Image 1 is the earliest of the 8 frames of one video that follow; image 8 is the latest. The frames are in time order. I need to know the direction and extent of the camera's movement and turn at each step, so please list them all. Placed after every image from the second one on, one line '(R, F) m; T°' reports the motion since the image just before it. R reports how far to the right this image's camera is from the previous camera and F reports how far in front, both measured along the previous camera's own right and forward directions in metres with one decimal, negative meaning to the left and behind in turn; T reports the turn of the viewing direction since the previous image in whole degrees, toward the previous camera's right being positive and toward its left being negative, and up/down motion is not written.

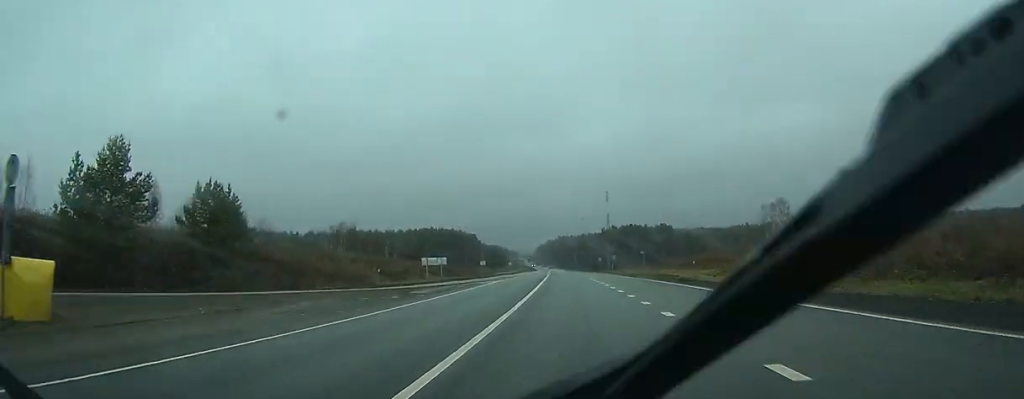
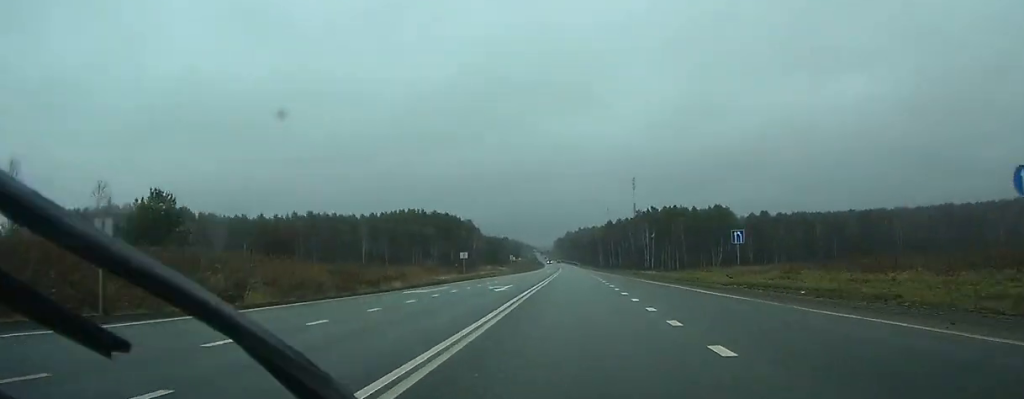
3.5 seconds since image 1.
(-1.6, +96.8) m; -2°
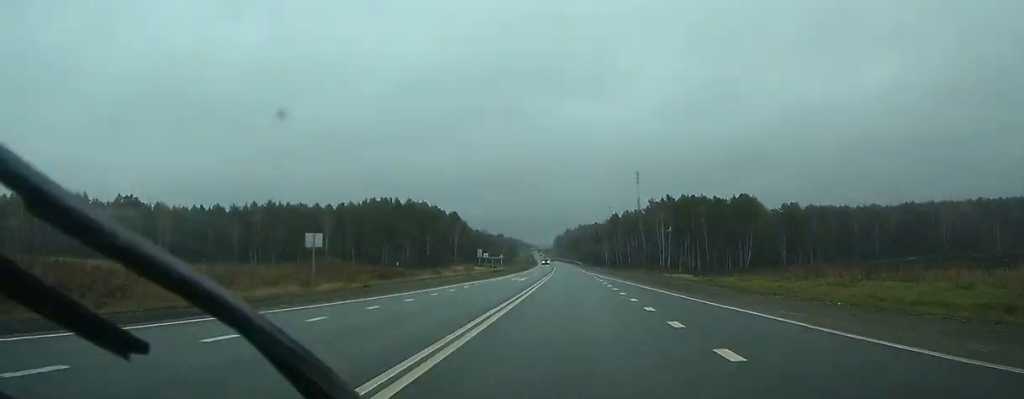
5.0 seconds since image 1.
(-0.2, +43.3) m; 0°
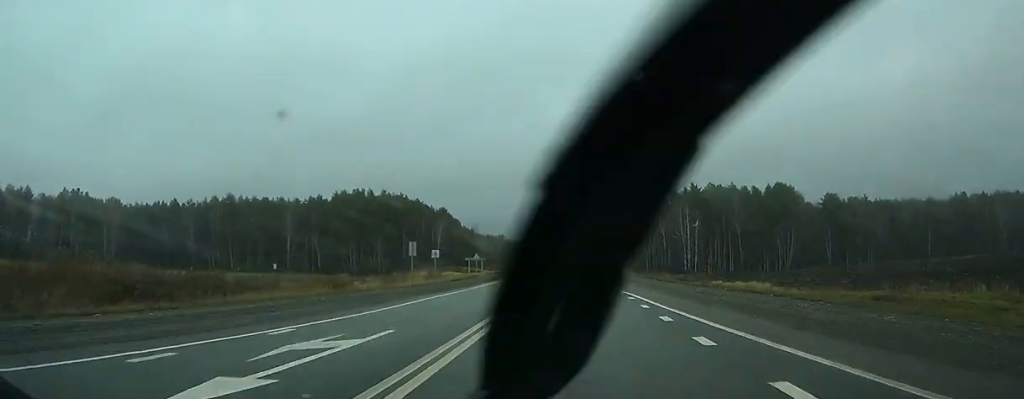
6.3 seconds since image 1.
(-0.1, +37.9) m; 0°
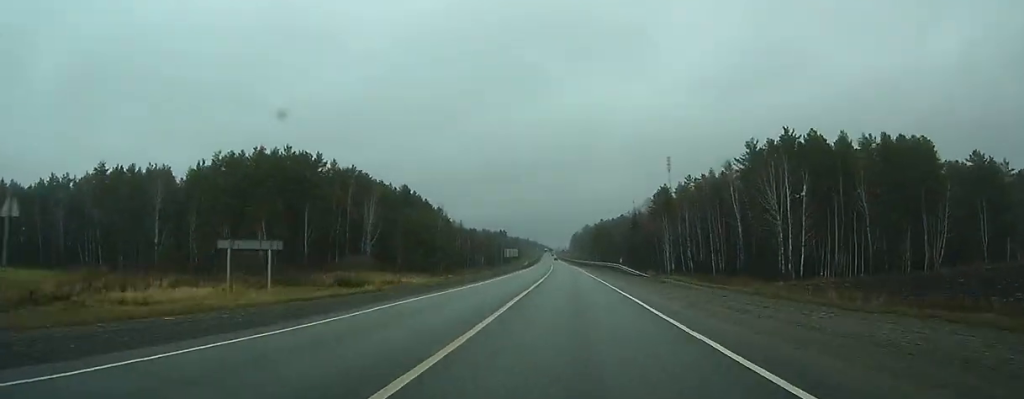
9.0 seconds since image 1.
(-0.3, +76.3) m; -1°
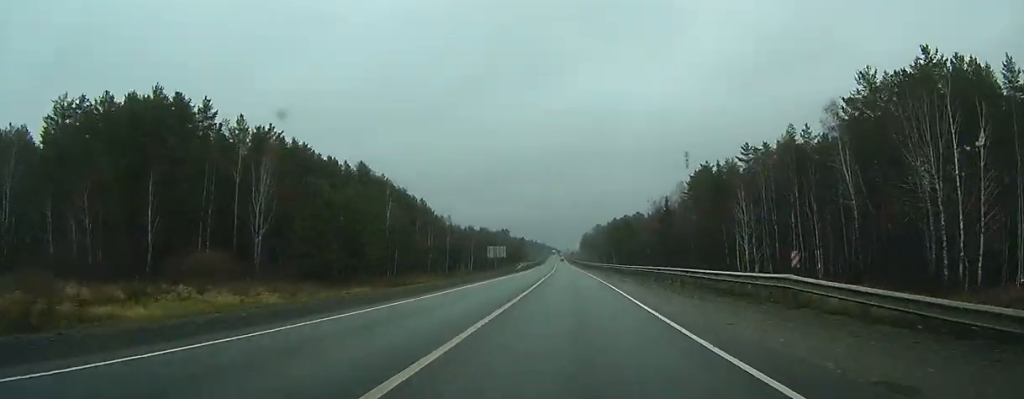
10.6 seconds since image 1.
(-0.2, +46.3) m; -1°
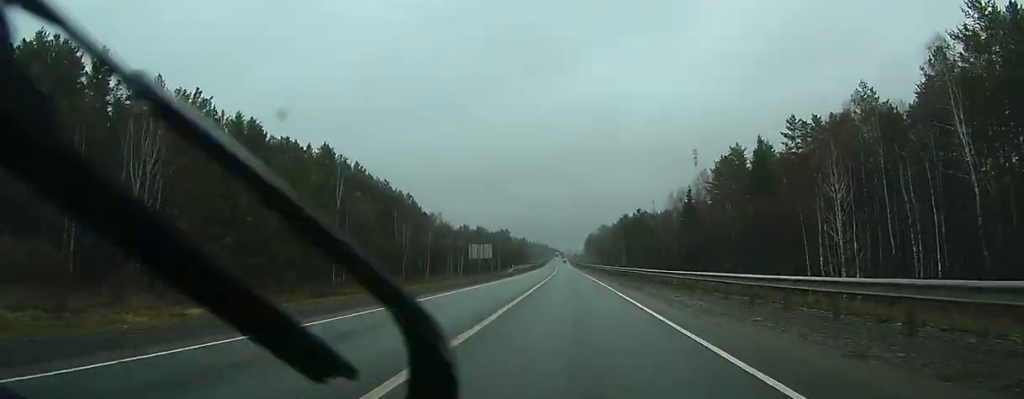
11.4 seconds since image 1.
(-0.1, +23.2) m; 0°
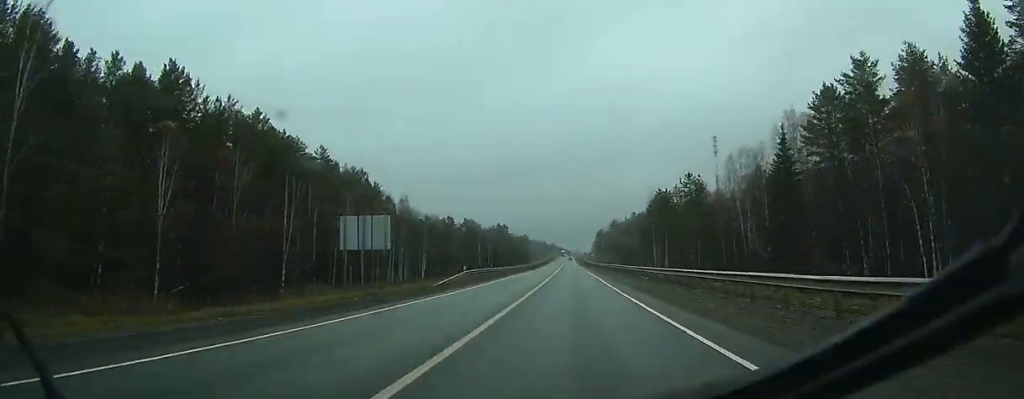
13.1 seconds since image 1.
(-0.4, +50.6) m; -1°
